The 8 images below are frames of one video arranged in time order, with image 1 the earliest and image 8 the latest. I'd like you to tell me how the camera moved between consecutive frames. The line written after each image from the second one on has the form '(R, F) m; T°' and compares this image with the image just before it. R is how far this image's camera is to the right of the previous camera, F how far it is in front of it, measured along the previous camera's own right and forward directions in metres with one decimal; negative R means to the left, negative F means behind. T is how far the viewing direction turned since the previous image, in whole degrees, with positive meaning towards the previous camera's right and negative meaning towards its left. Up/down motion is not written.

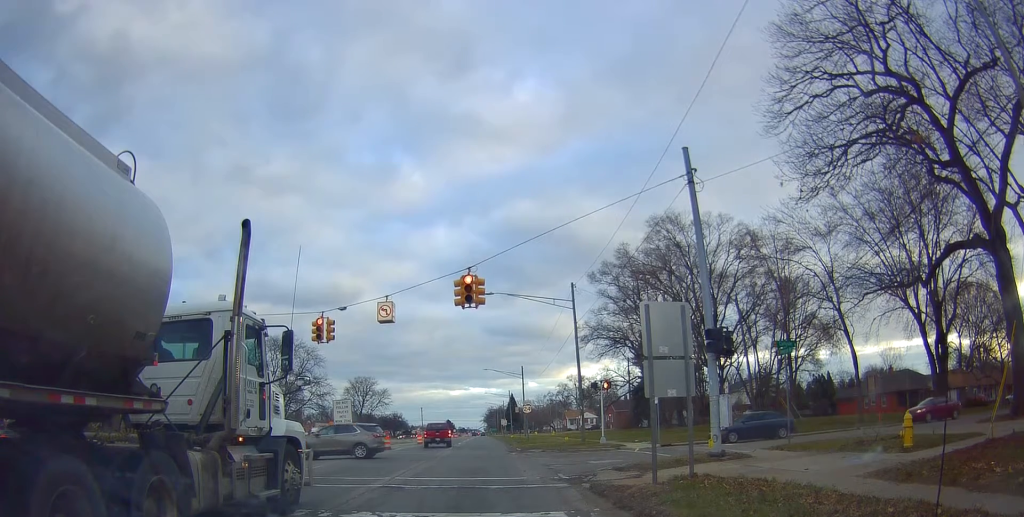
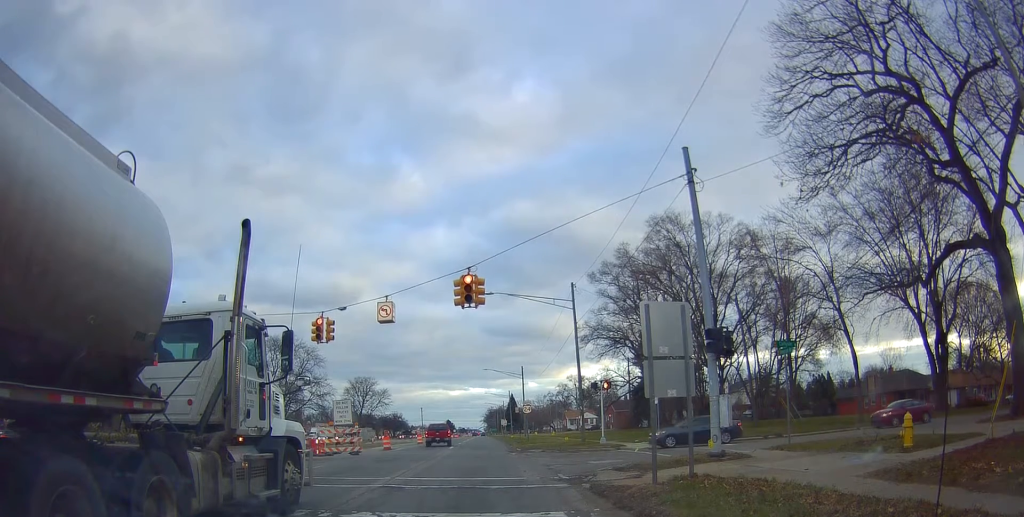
(0.0, 0.0) m; 0°
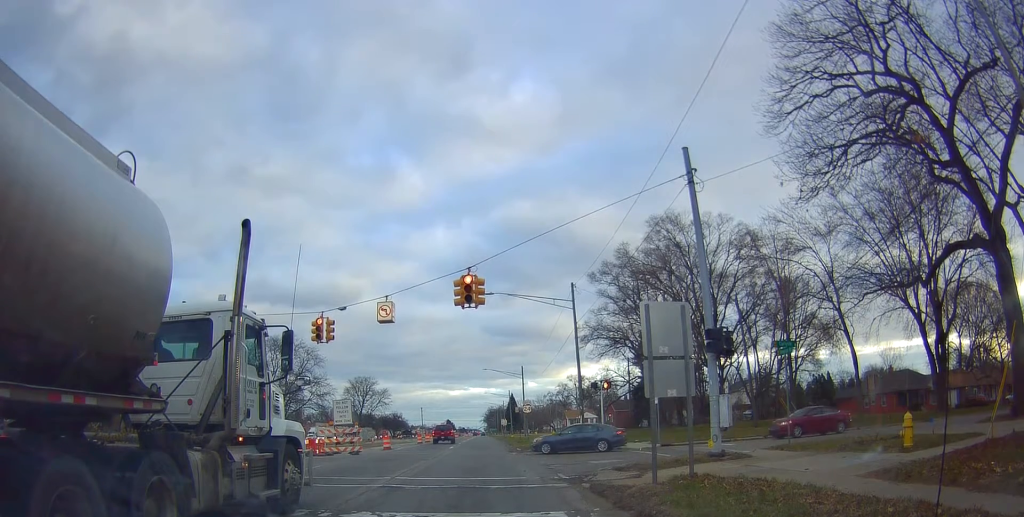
(0.0, 0.0) m; 0°
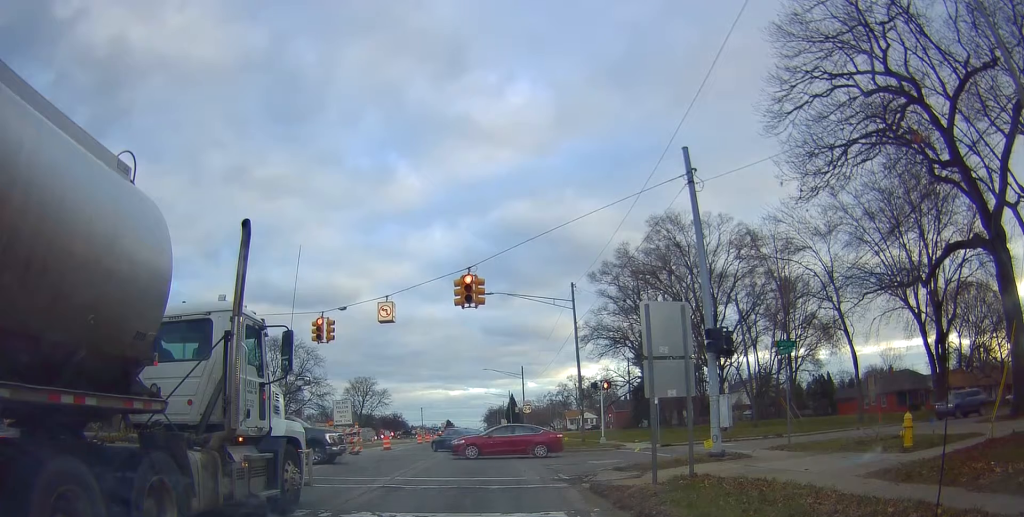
(0.0, 0.0) m; 0°
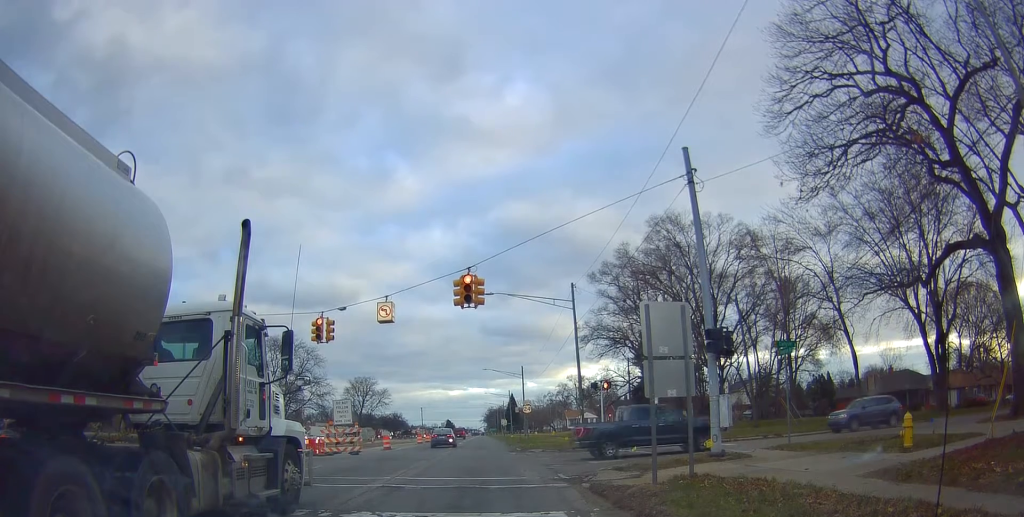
(0.0, 0.0) m; 0°
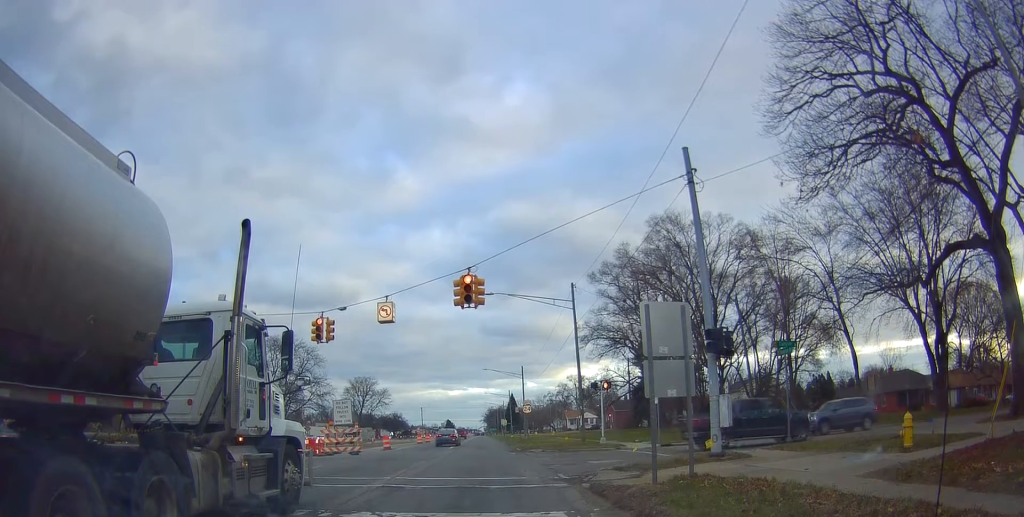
(0.0, 0.0) m; 0°
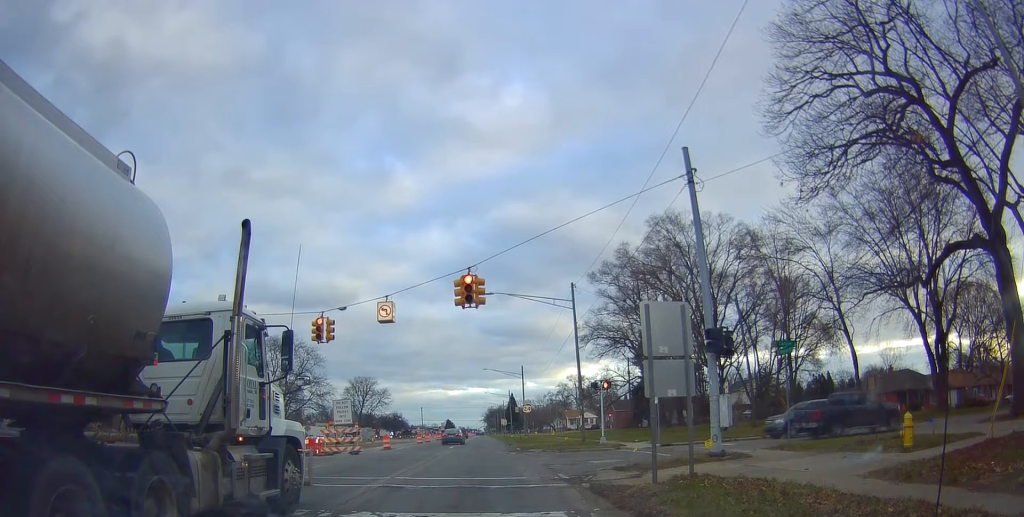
(0.0, 0.0) m; 0°
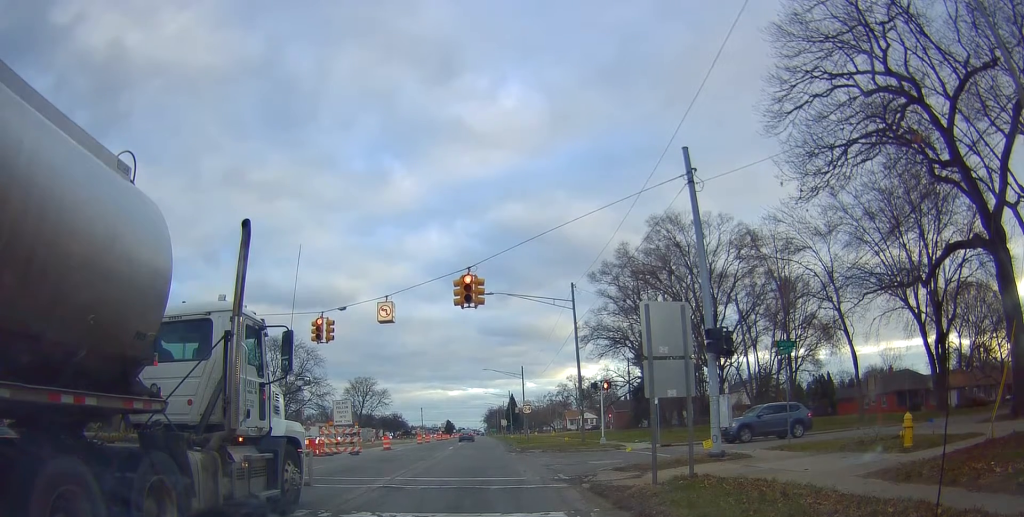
(0.0, 0.0) m; 0°
